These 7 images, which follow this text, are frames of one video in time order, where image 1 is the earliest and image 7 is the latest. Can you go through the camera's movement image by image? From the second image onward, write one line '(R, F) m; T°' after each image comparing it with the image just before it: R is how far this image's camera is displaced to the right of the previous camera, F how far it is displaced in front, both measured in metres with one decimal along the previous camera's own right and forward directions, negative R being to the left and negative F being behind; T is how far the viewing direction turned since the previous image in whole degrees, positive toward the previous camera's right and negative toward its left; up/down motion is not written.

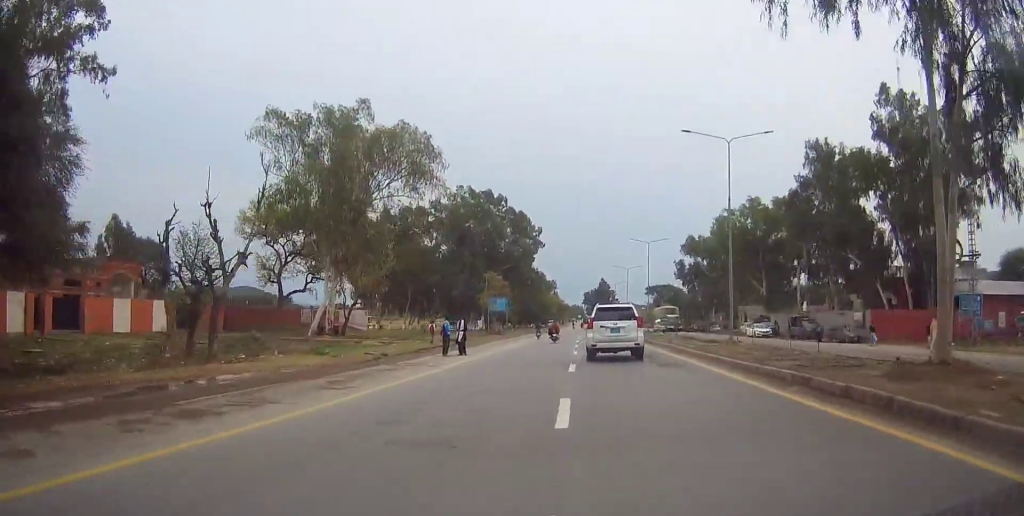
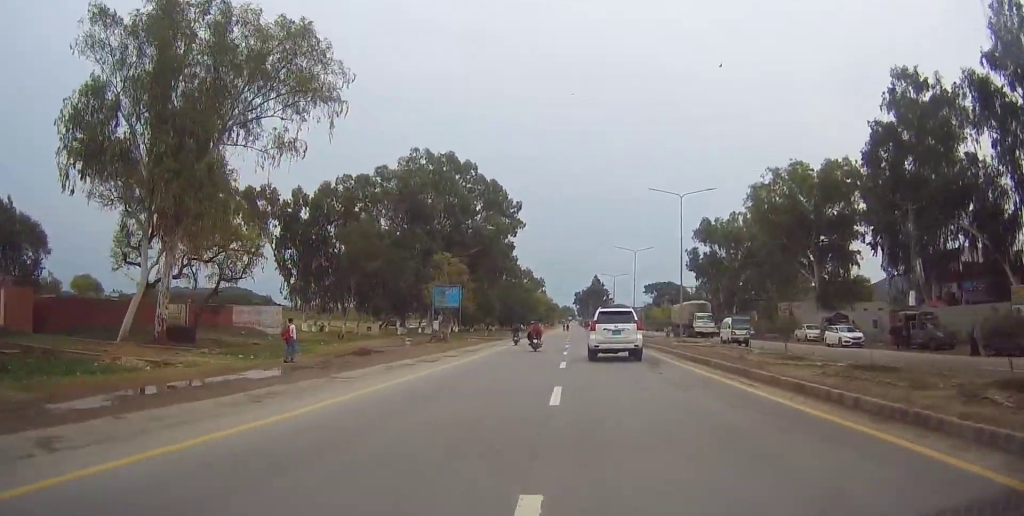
(0.0, +24.7) m; 0°
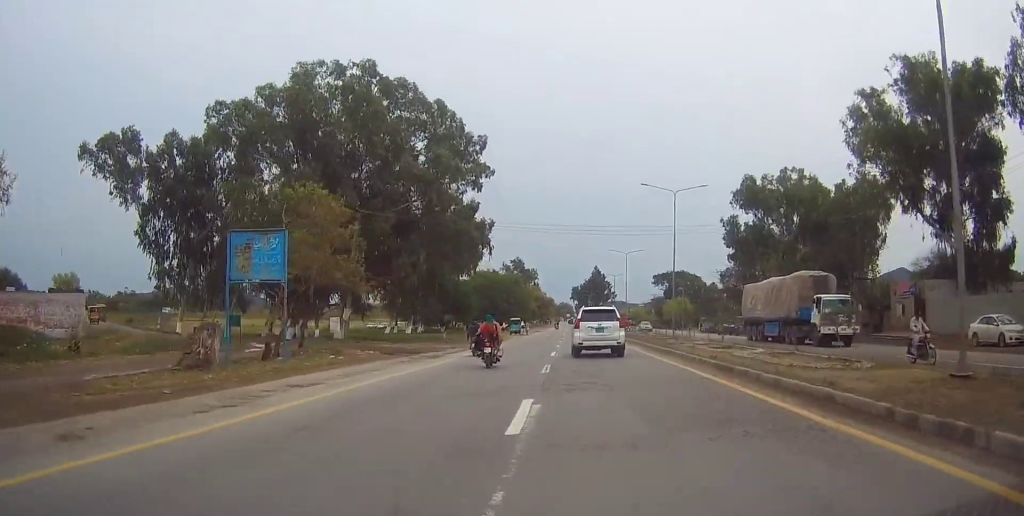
(0.0, +30.5) m; -1°
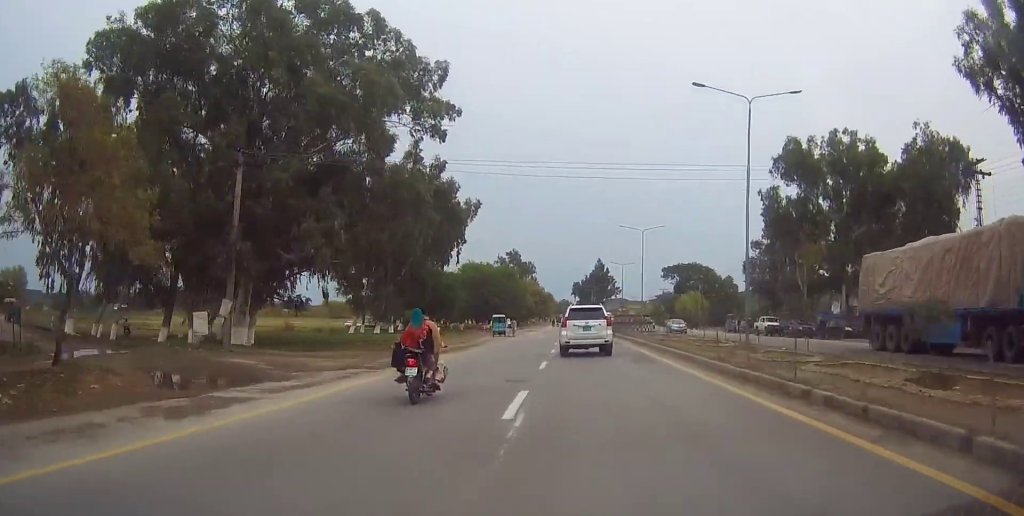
(-0.1, +16.8) m; 0°
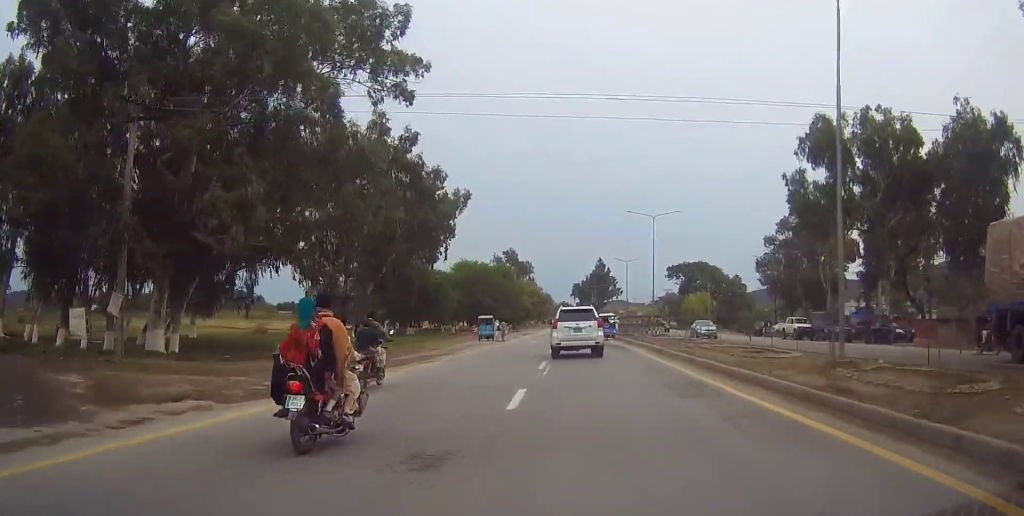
(-0.1, +8.4) m; 0°
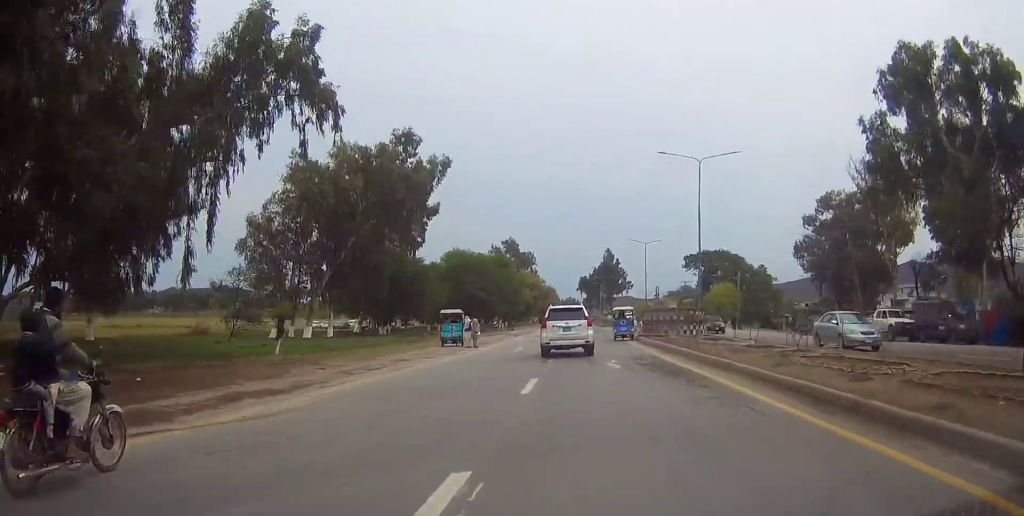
(+0.2, +16.3) m; 0°
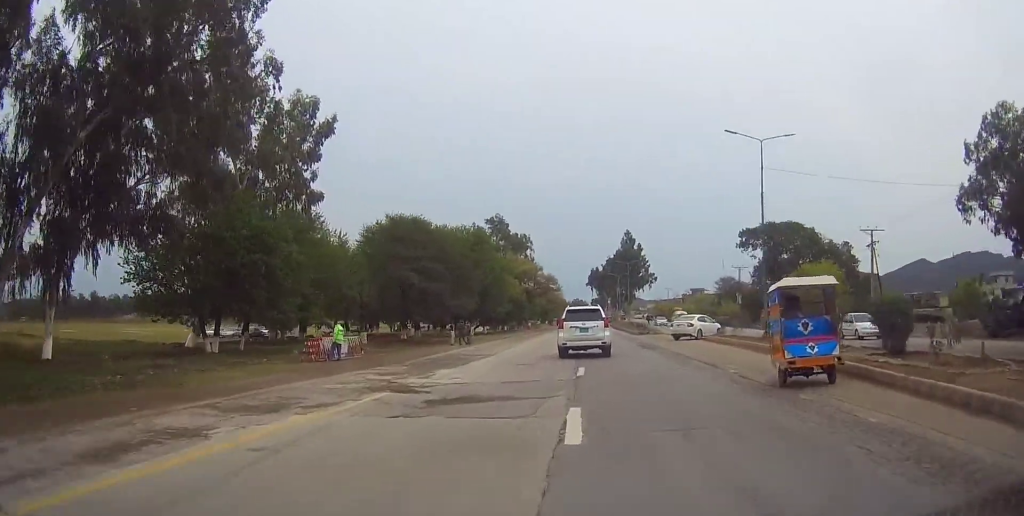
(-0.5, +41.0) m; -1°
